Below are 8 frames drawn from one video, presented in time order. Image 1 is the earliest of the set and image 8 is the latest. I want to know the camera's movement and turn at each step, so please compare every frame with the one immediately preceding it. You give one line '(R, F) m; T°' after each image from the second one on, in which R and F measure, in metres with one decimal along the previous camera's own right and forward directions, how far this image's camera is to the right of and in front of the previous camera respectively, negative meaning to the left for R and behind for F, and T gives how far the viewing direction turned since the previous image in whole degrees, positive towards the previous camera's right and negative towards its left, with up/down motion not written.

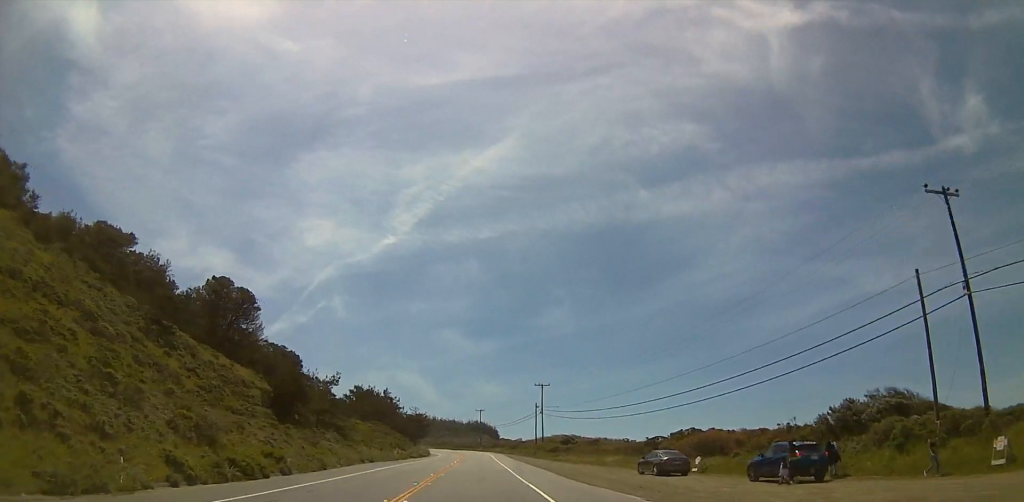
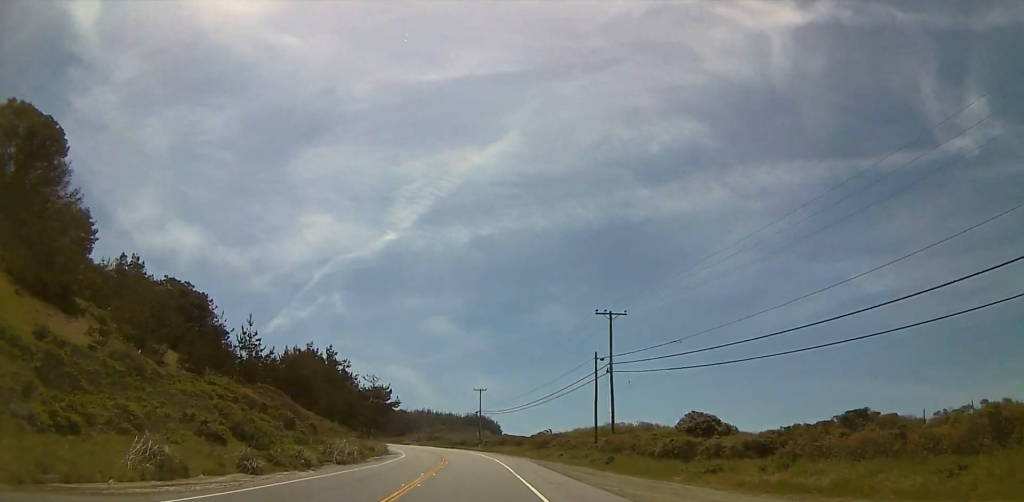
(0.0, +54.6) m; 0°
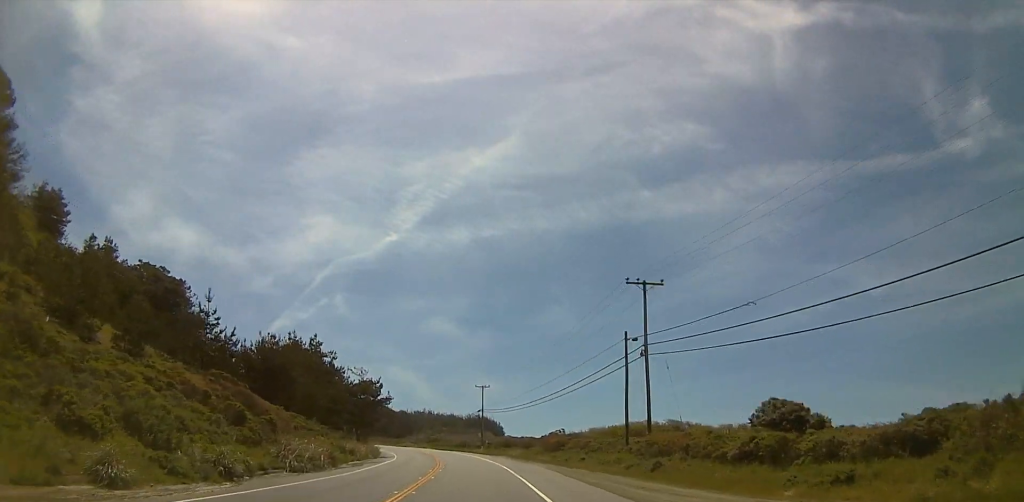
(0.0, +10.2) m; 0°
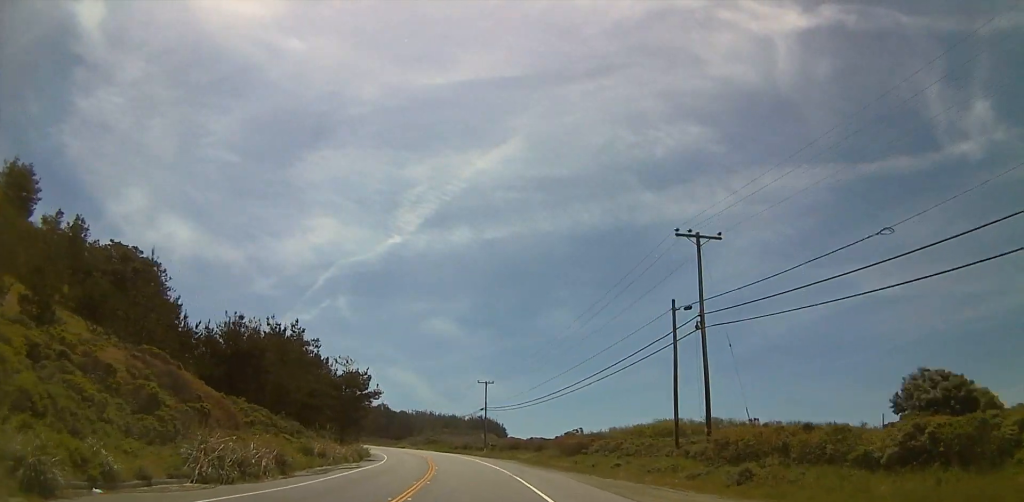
(0.0, +10.4) m; 0°
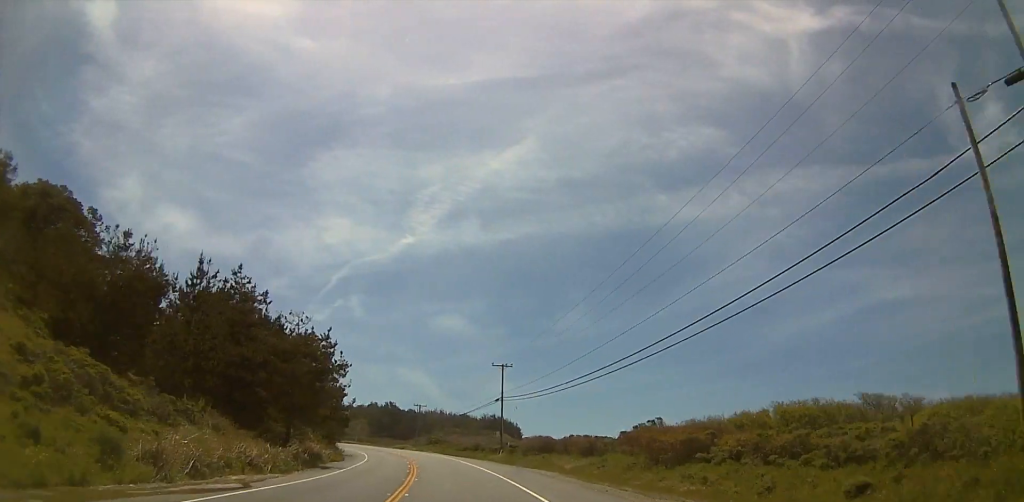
(0.0, +21.7) m; 0°
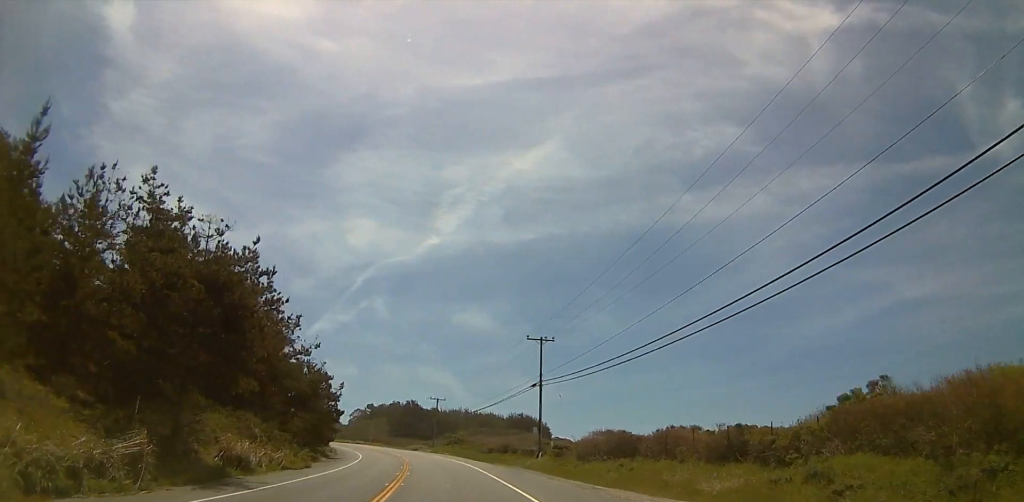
(0.0, +20.1) m; 0°
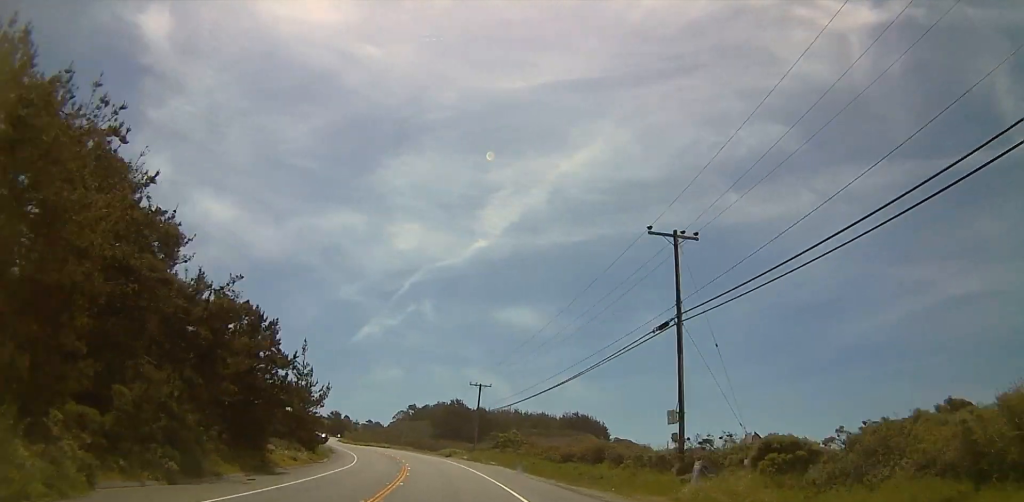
(0.0, +30.7) m; 0°
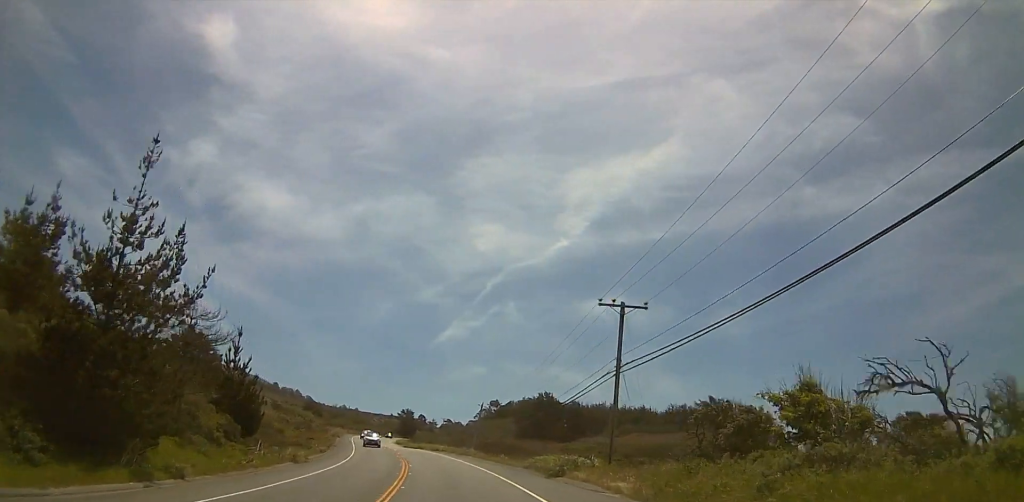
(0.0, +45.2) m; 0°
